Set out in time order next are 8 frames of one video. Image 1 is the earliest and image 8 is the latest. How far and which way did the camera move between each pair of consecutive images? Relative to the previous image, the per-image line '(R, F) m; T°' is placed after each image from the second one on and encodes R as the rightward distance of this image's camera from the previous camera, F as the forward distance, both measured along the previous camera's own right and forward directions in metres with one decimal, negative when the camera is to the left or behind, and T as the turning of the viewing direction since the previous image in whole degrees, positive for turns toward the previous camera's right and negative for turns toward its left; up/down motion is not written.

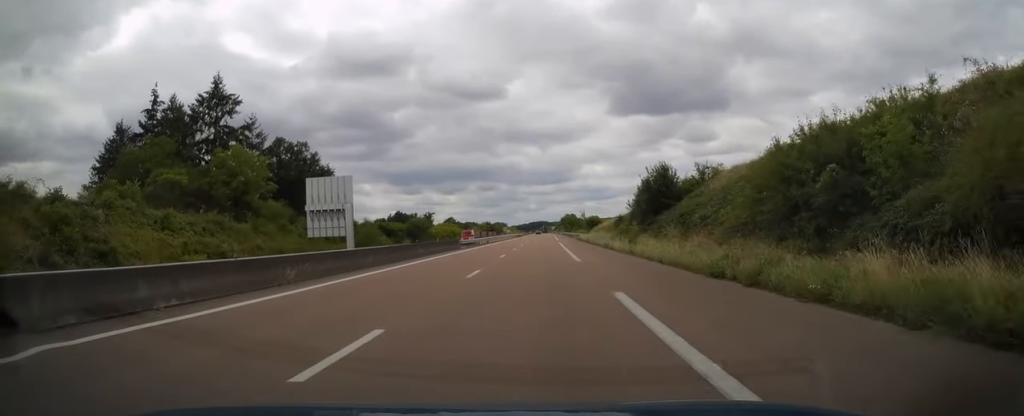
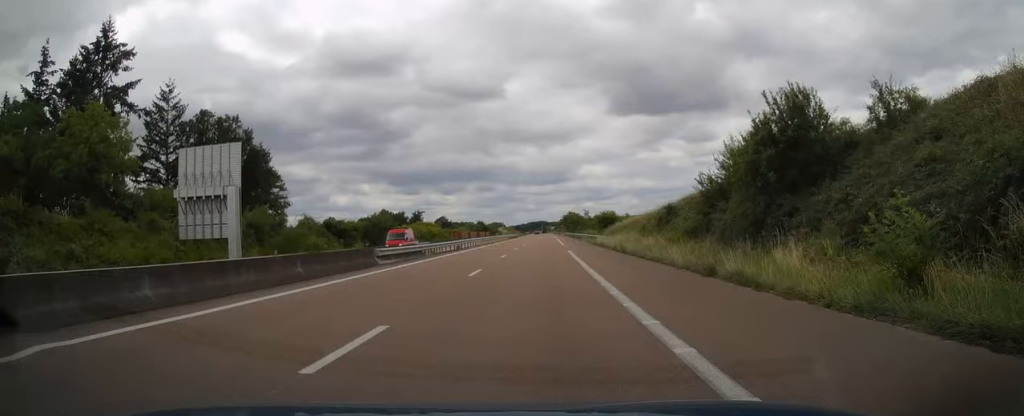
(0.0, +25.4) m; 0°
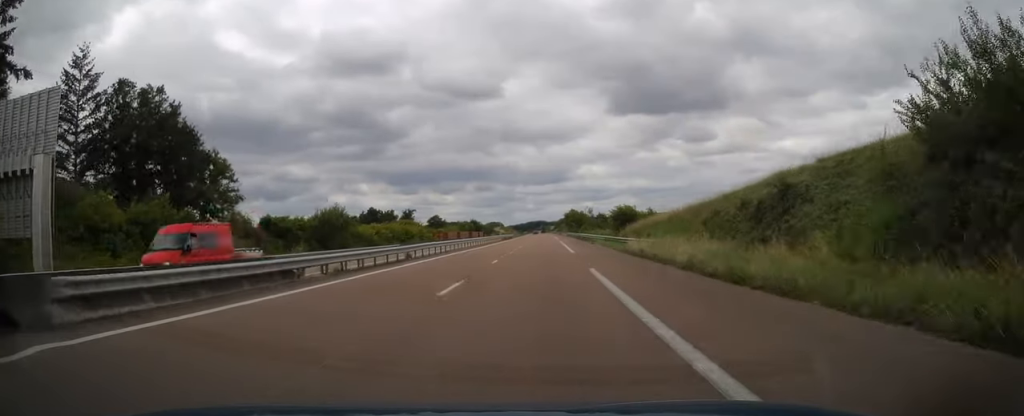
(0.0, +18.5) m; 0°
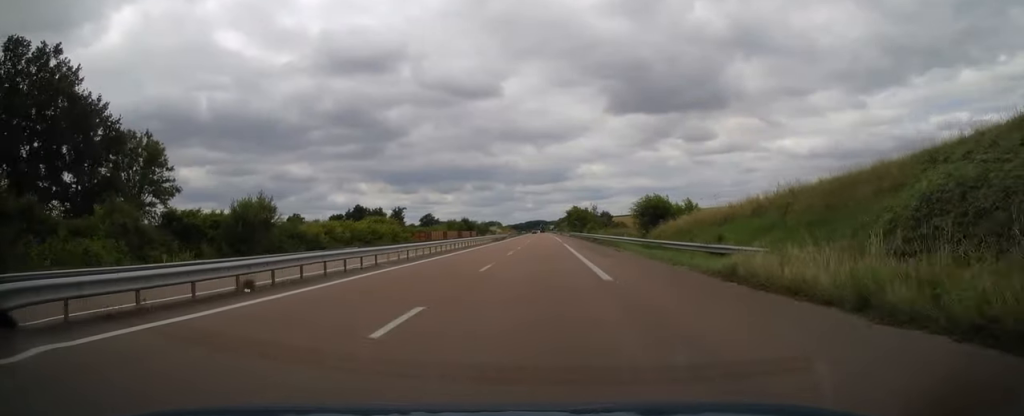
(0.0, +18.1) m; 0°
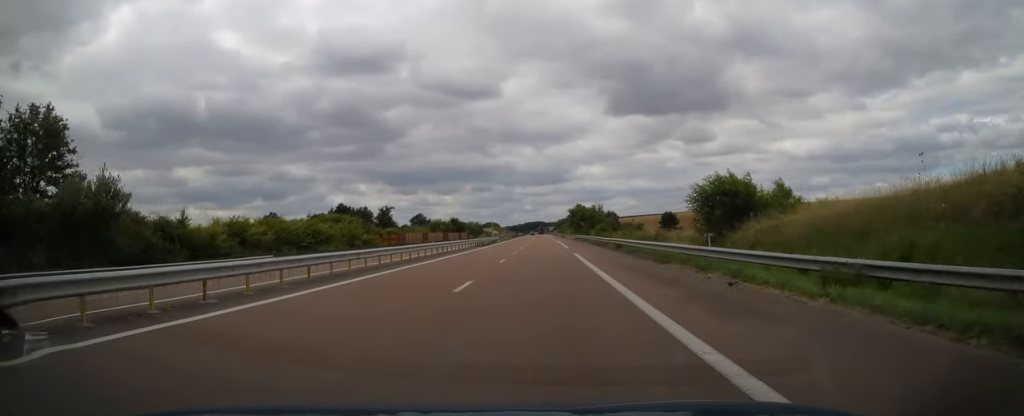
(0.0, +19.5) m; 0°
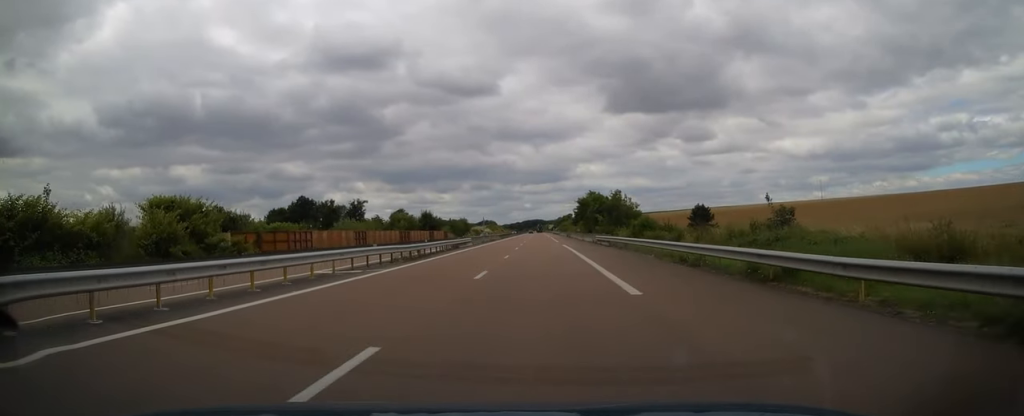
(+0.1, +35.6) m; 0°
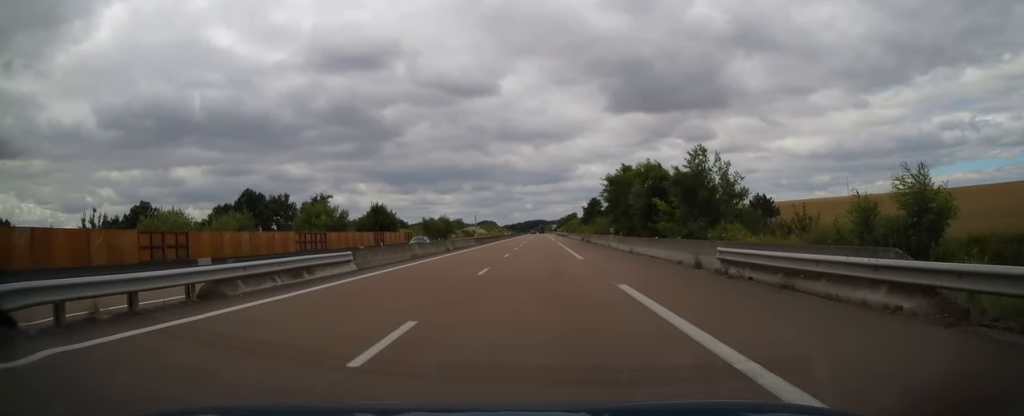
(+0.3, +36.6) m; +1°
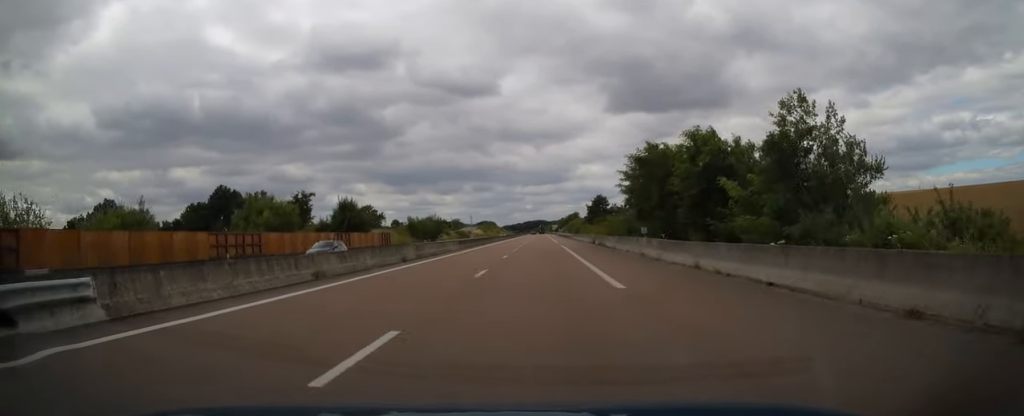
(+0.2, +13.7) m; 0°
